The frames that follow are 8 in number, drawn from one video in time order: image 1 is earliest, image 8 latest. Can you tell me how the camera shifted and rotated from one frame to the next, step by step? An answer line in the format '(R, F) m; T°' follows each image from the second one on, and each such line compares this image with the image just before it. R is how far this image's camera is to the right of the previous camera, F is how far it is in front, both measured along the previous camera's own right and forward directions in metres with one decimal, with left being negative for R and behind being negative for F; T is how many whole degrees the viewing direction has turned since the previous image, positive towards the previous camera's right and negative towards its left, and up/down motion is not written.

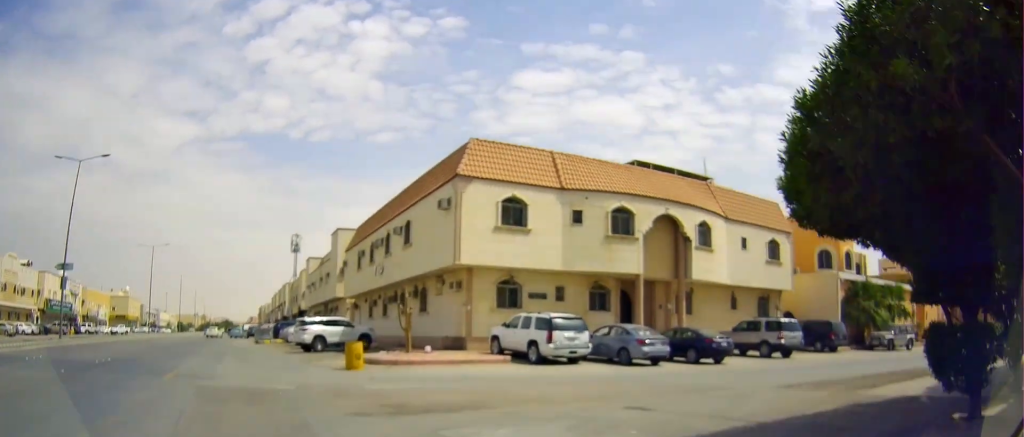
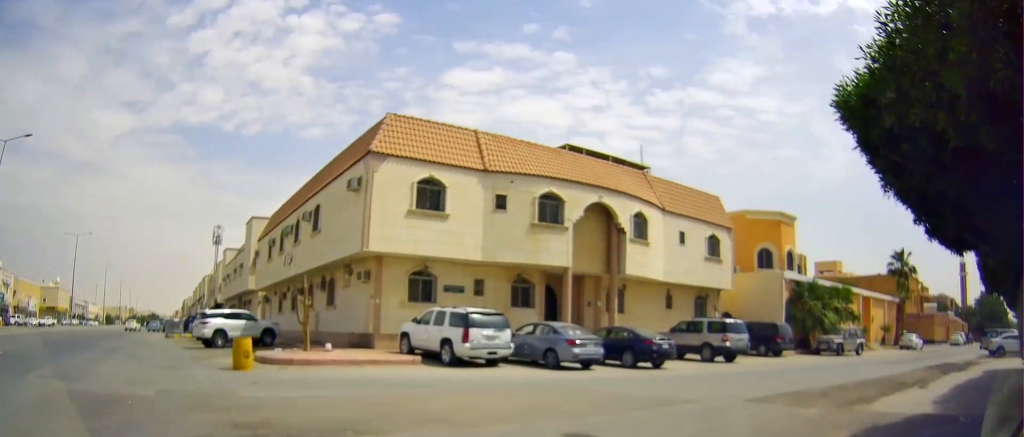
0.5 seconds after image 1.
(+0.5, +3.1) m; +7°
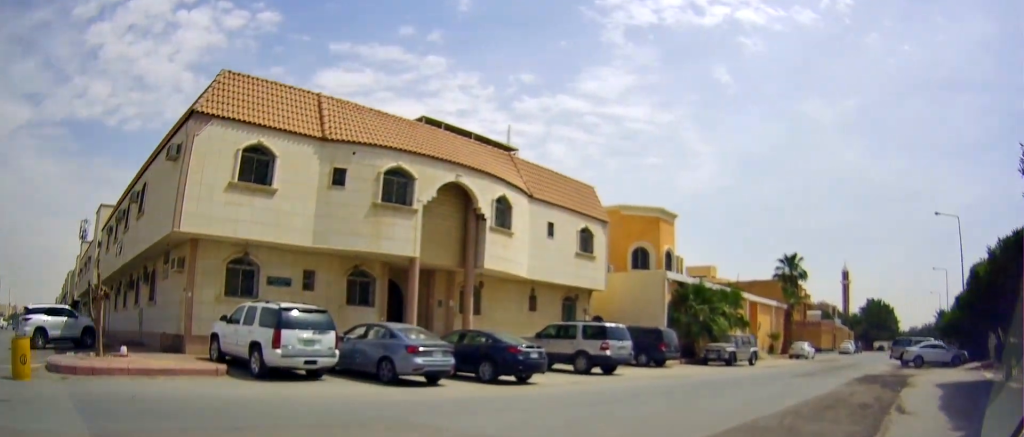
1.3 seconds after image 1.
(+0.3, +4.8) m; +11°
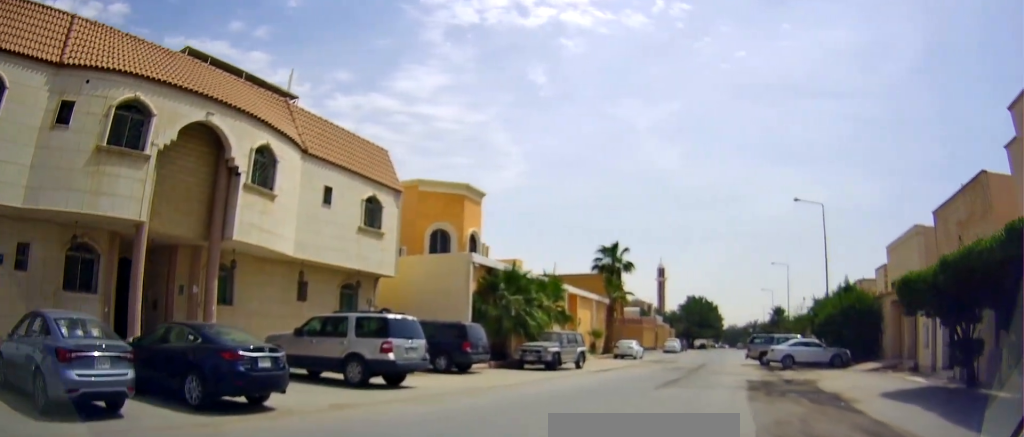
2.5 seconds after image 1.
(+1.0, +6.2) m; +18°
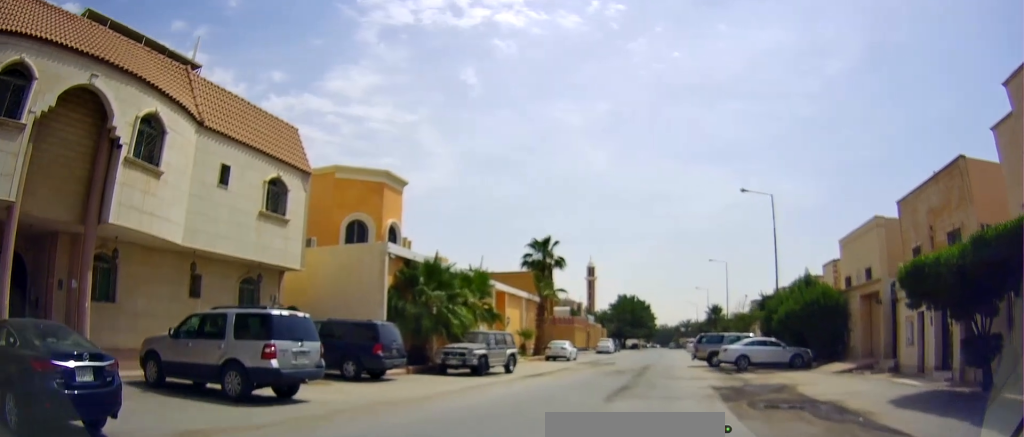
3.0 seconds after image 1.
(+0.2, +3.0) m; +8°
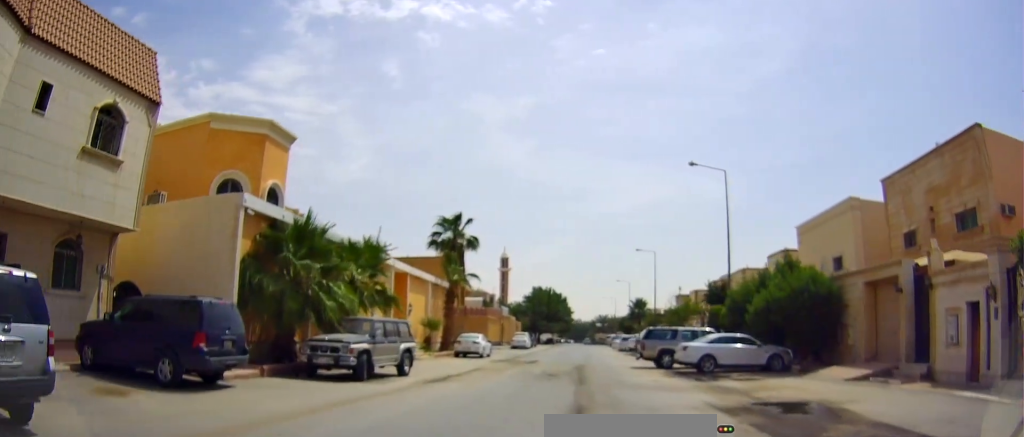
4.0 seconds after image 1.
(+0.6, +6.1) m; +11°
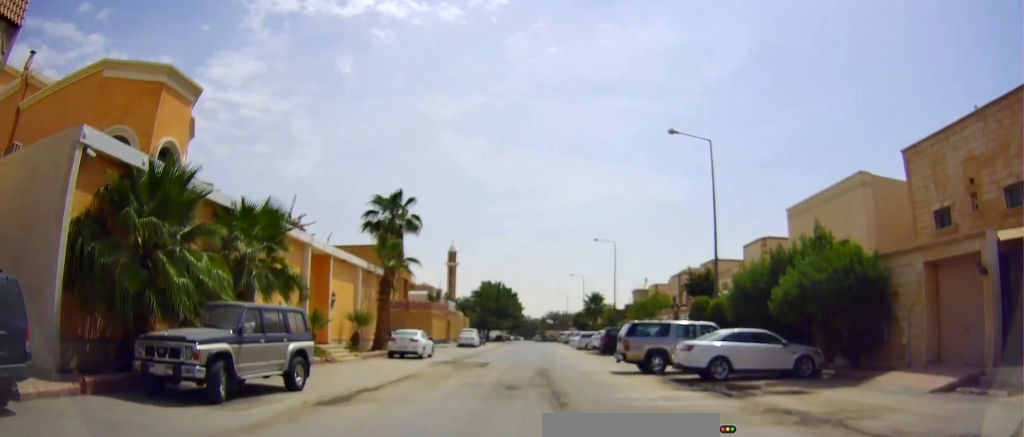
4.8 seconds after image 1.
(+0.7, +5.9) m; +4°
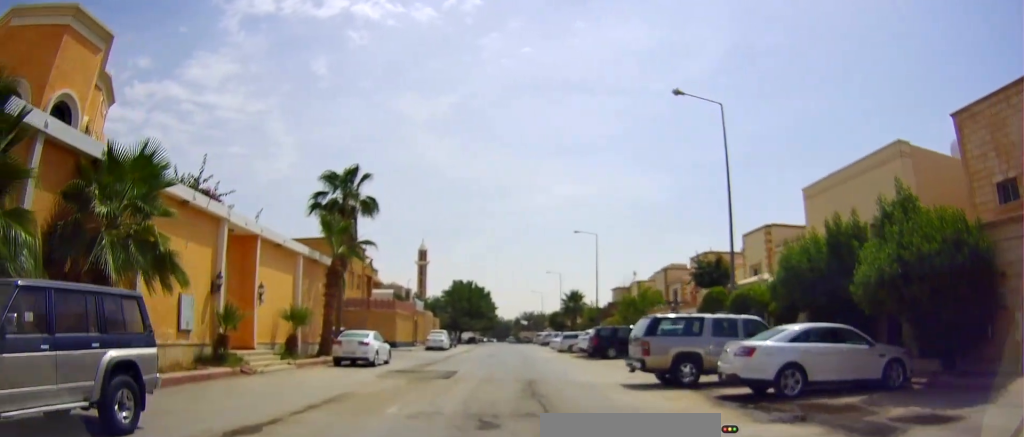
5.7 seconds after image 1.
(-0.4, +5.9) m; +5°
